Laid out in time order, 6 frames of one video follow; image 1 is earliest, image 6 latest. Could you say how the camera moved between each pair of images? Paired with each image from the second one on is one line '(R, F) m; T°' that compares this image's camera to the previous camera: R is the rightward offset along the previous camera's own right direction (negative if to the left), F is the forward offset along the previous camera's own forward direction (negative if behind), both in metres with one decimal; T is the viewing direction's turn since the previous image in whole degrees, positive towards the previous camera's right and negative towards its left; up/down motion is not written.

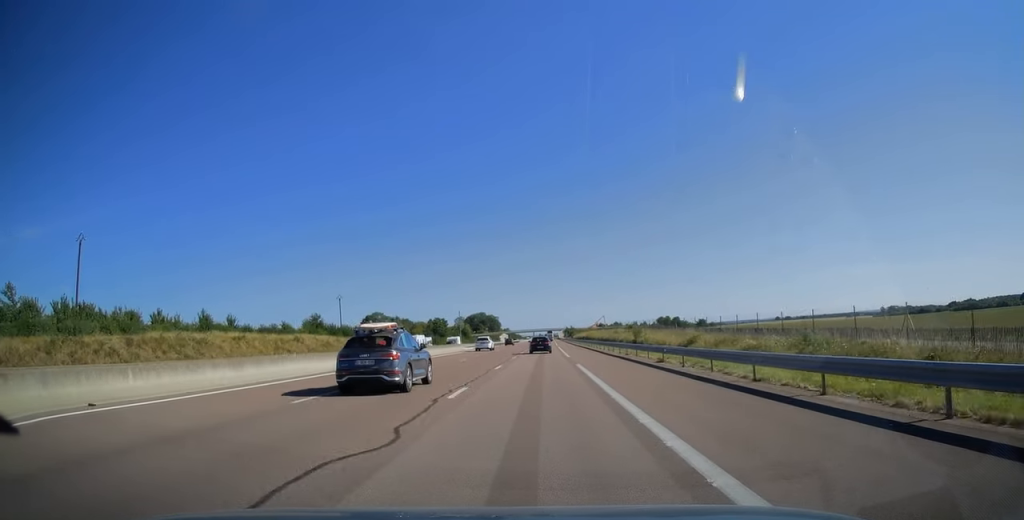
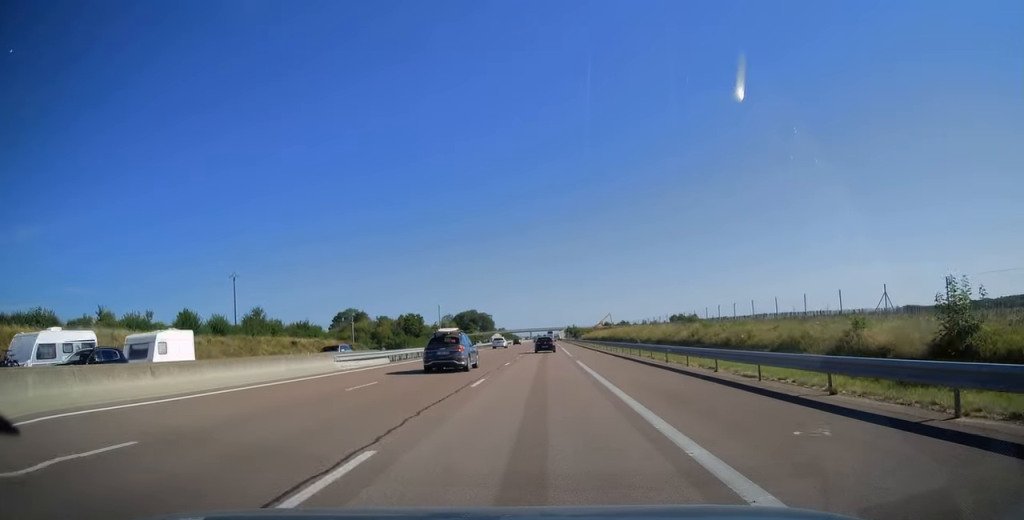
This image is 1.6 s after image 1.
(+0.1, +48.1) m; 0°
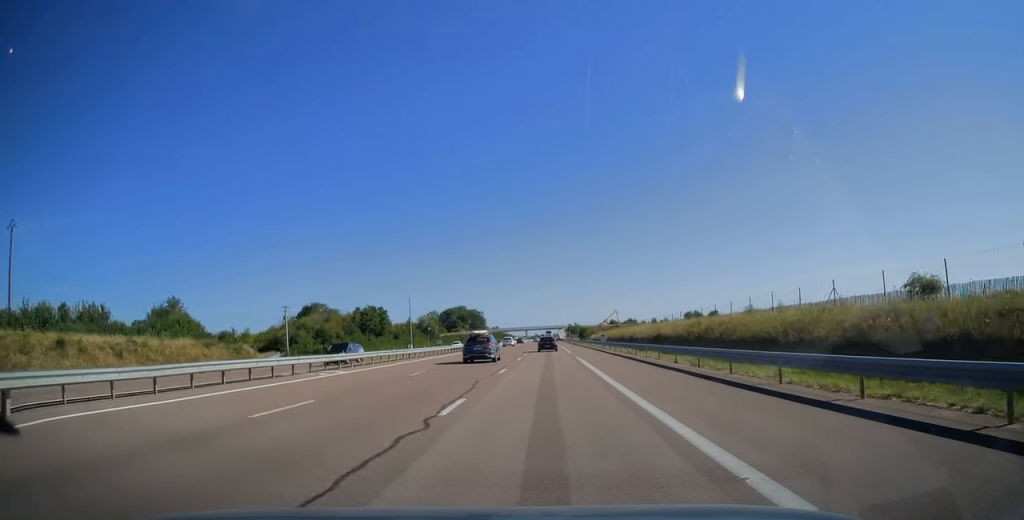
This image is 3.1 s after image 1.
(0.0, +45.1) m; 0°
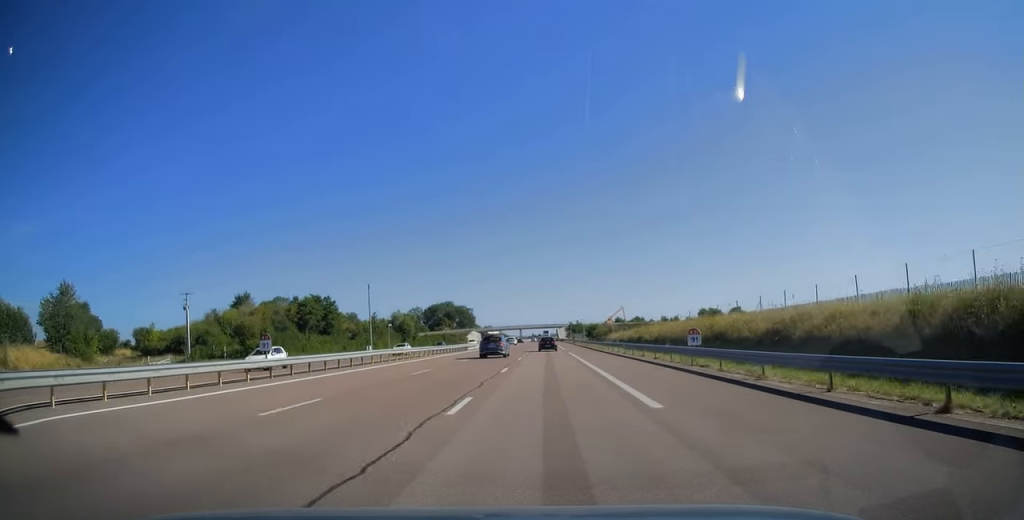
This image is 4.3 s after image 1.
(+0.1, +38.6) m; 0°
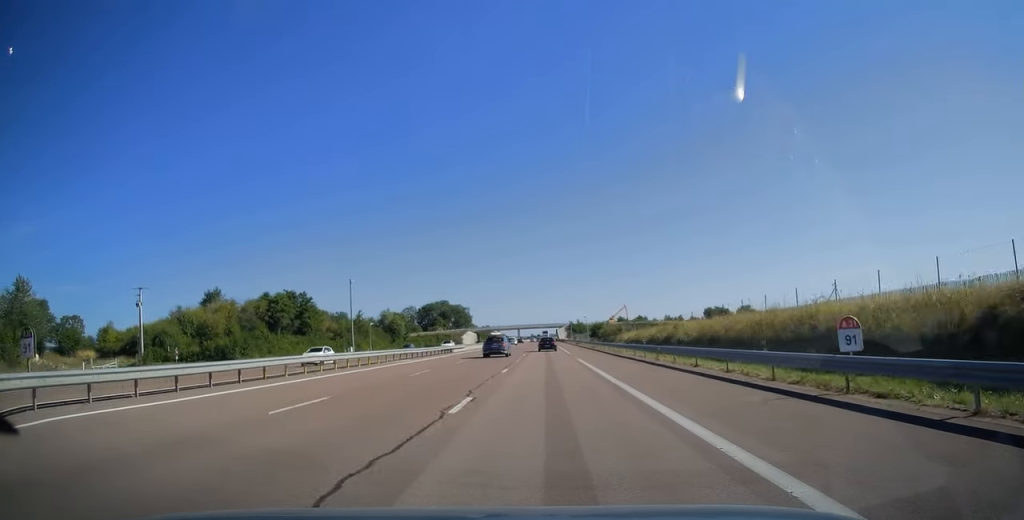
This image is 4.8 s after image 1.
(0.0, +12.7) m; 0°
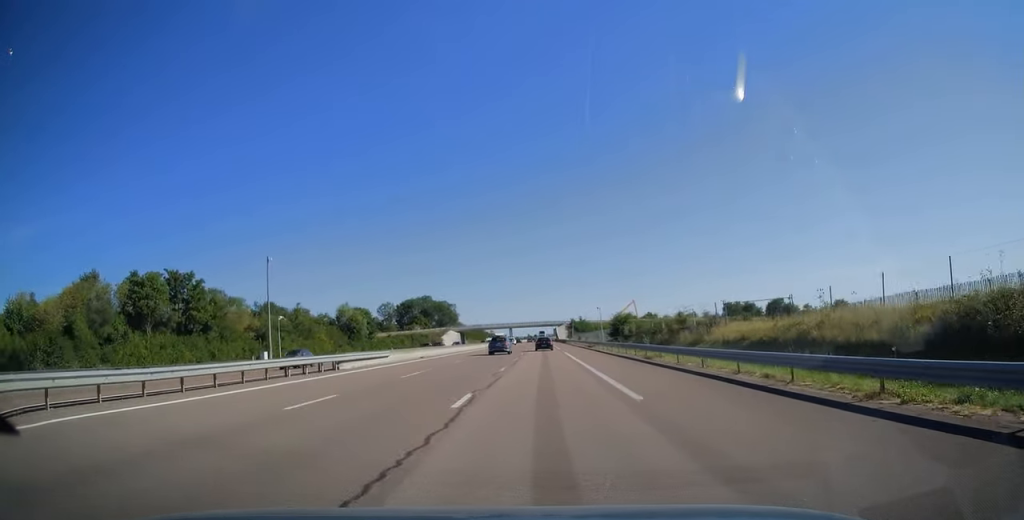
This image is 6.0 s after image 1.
(+0.2, +37.5) m; 0°
